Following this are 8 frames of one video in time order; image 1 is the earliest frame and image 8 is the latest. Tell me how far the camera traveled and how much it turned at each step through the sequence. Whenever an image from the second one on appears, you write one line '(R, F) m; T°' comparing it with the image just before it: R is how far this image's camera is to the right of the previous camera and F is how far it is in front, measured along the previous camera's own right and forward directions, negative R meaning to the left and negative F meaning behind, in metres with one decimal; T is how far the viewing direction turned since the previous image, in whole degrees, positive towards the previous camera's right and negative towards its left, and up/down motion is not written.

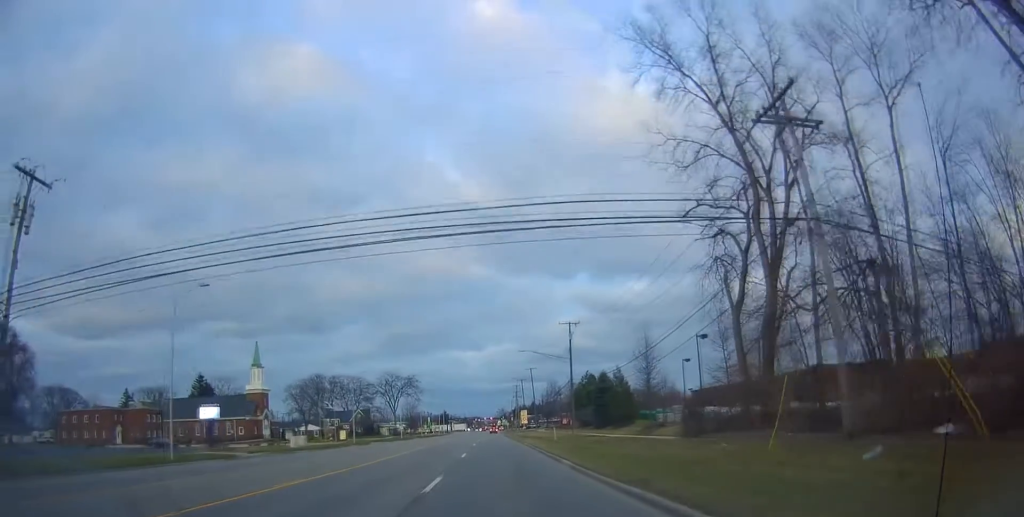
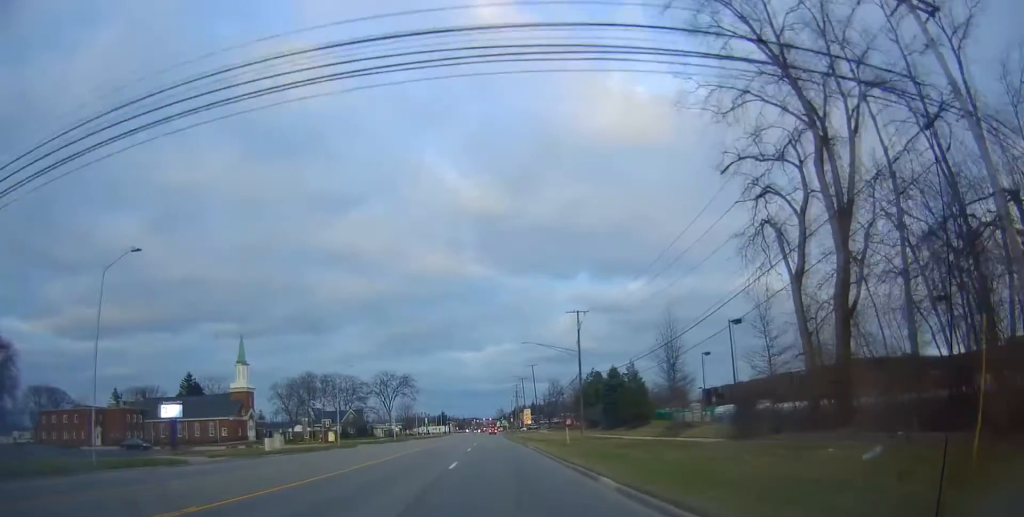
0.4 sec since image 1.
(-0.1, +7.7) m; 0°
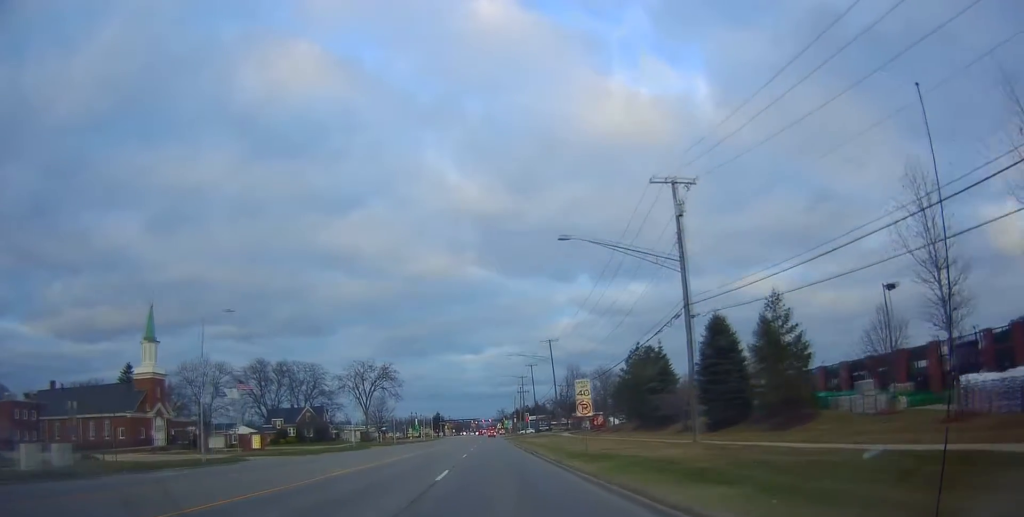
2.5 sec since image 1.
(0.0, +35.3) m; 0°
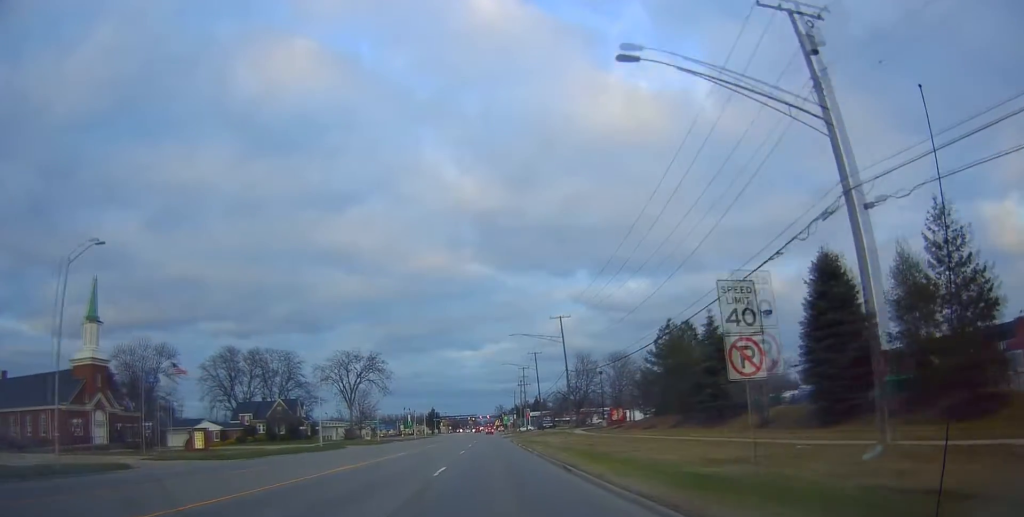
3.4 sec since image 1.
(+0.4, +14.8) m; 0°
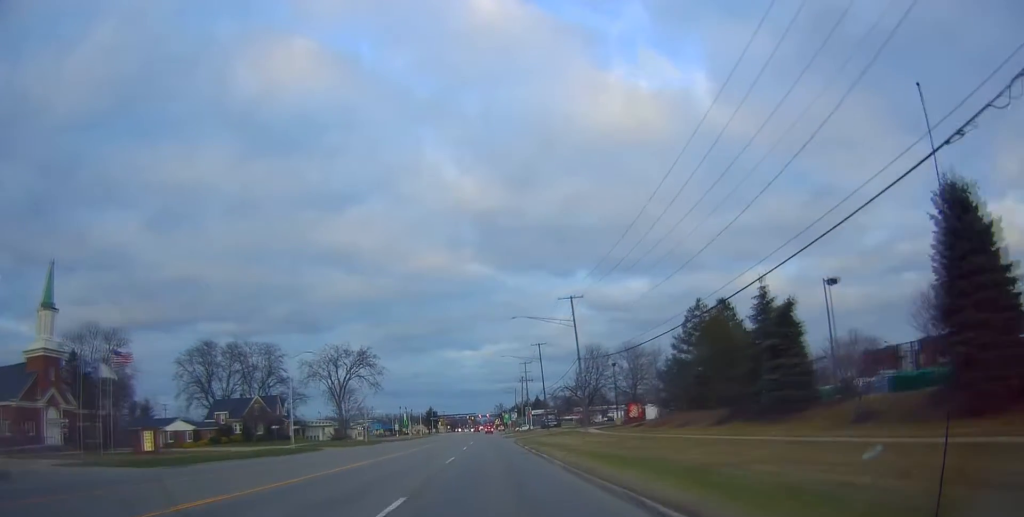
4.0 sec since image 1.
(-0.3, +9.8) m; 0°
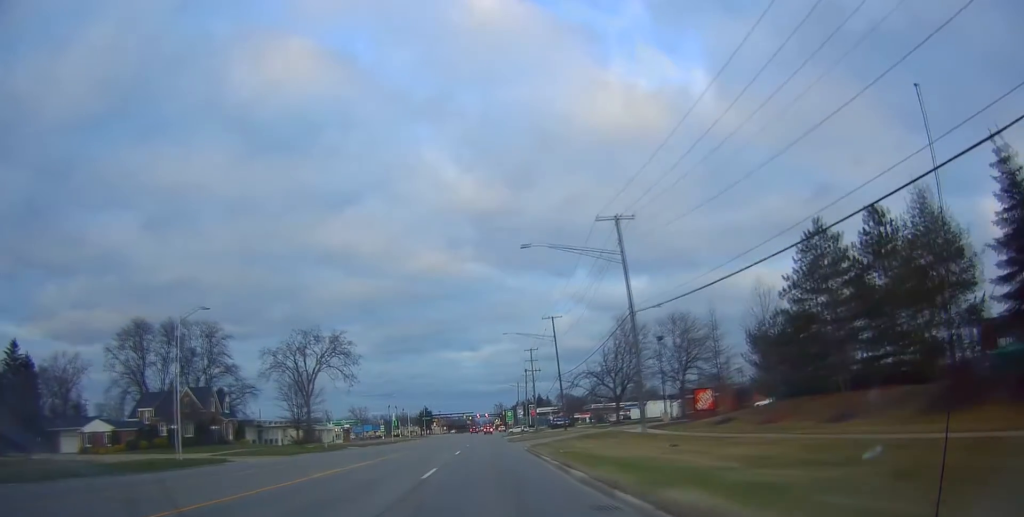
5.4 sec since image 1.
(+0.3, +22.5) m; 0°
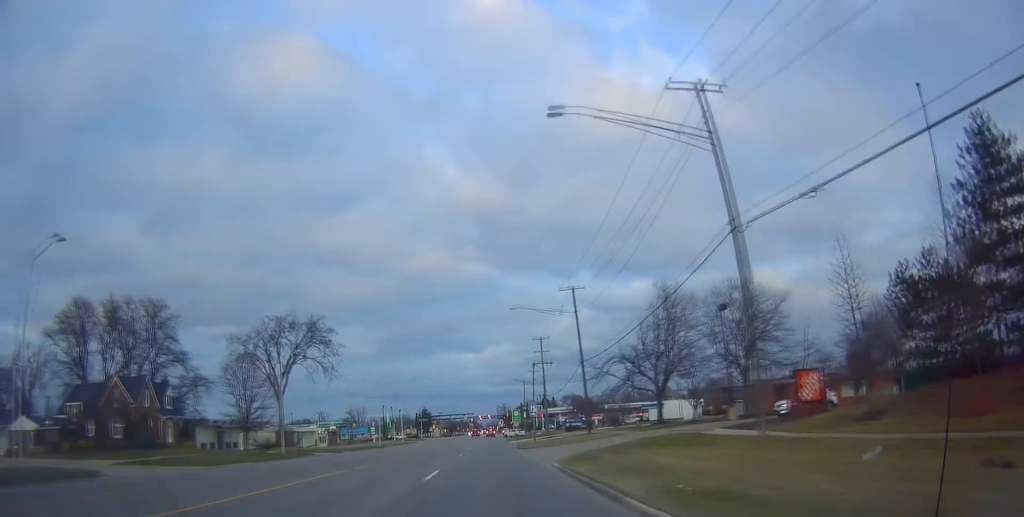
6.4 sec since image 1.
(-0.4, +15.6) m; 0°
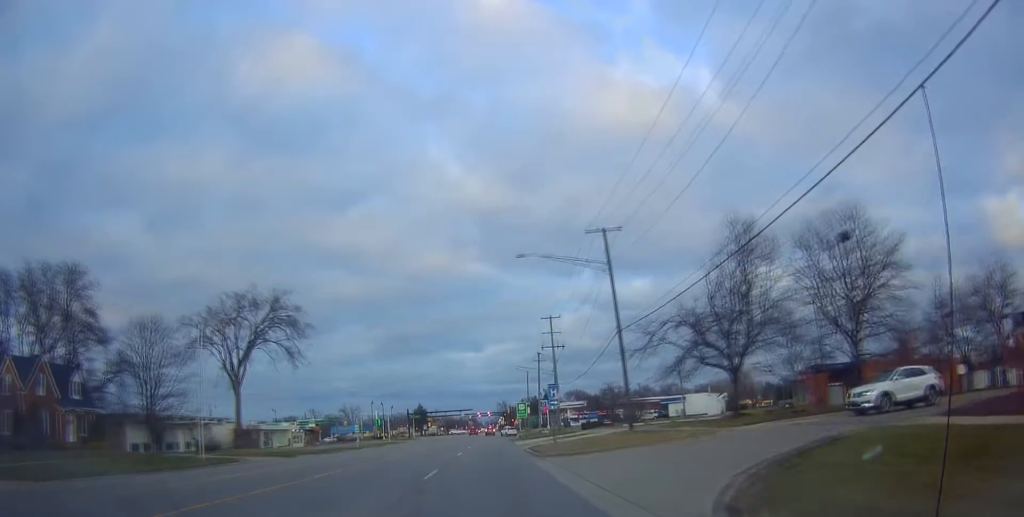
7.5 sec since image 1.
(+0.4, +16.1) m; 0°
